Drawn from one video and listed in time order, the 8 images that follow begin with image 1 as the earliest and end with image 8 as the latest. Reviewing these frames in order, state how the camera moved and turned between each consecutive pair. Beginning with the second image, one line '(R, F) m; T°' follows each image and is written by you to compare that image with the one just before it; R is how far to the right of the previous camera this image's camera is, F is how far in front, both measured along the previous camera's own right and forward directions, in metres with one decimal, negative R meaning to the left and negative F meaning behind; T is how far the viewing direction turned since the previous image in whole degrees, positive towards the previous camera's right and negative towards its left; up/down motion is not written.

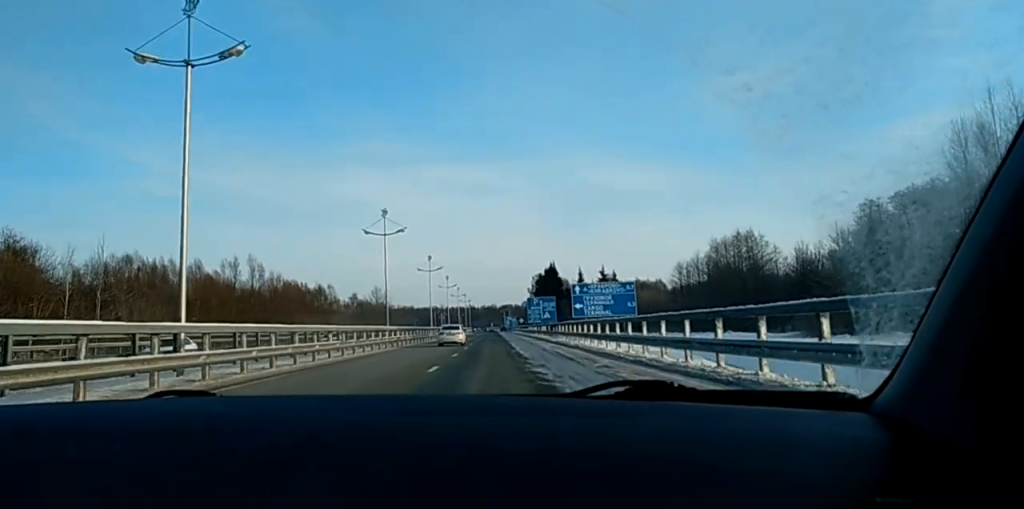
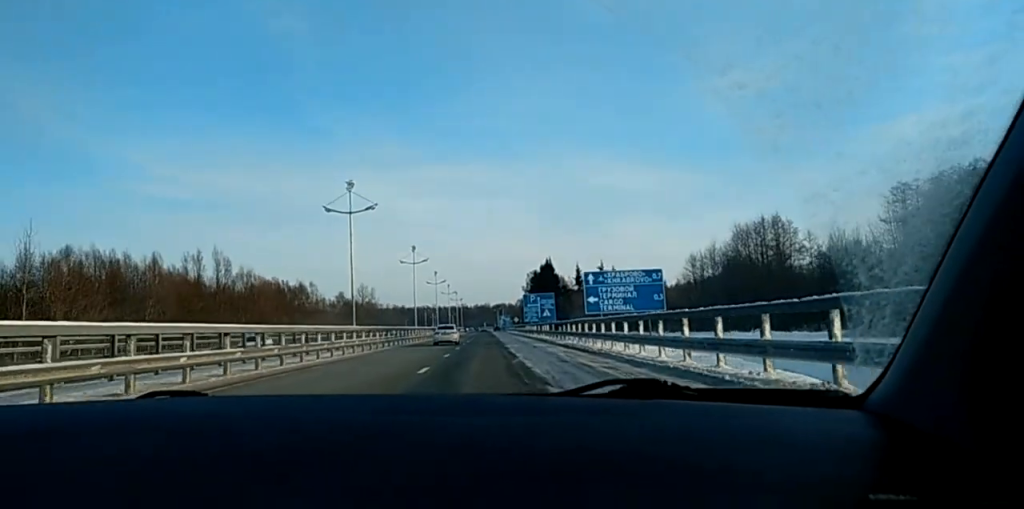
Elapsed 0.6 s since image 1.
(+0.2, +13.2) m; 0°
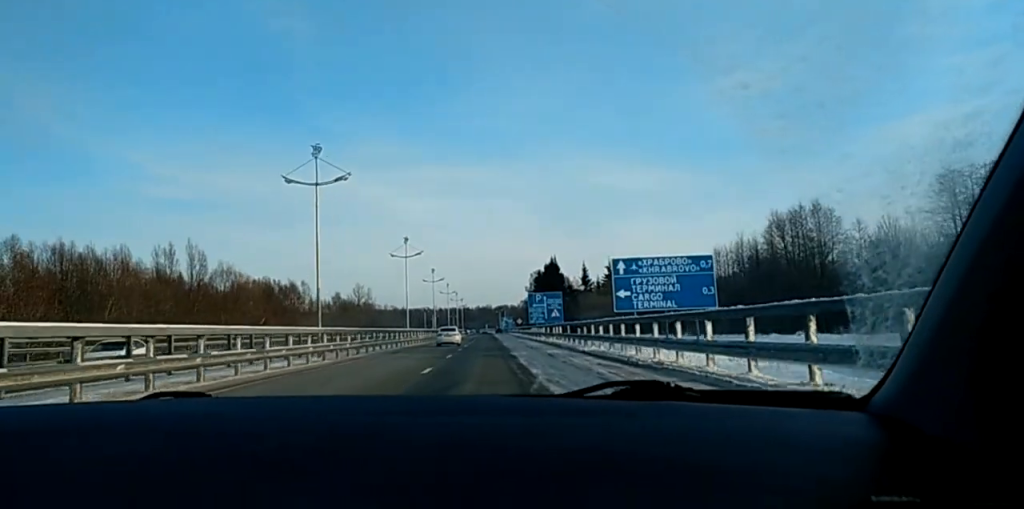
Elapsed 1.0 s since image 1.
(-0.3, +11.2) m; 0°
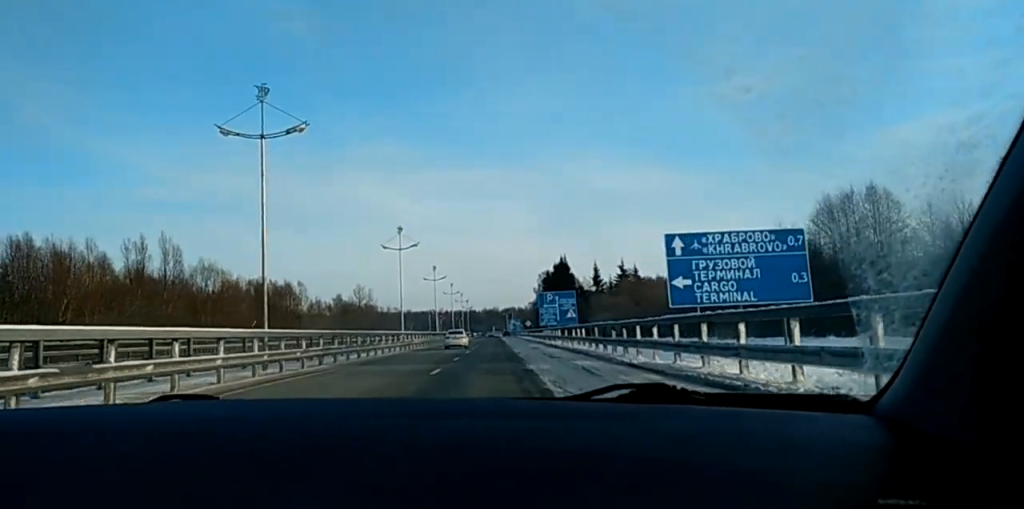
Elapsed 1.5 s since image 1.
(-0.2, +11.2) m; 0°
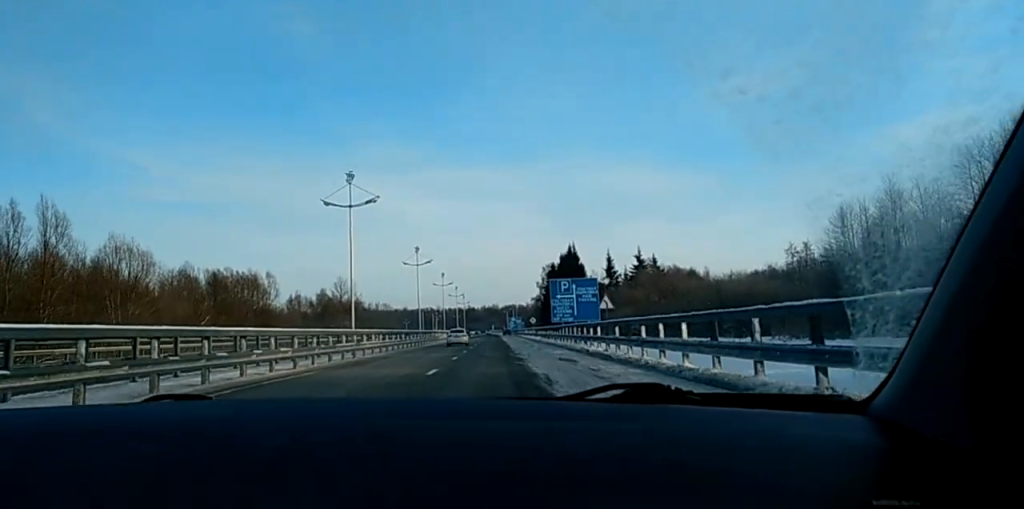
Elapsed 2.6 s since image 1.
(+0.4, +24.8) m; +1°
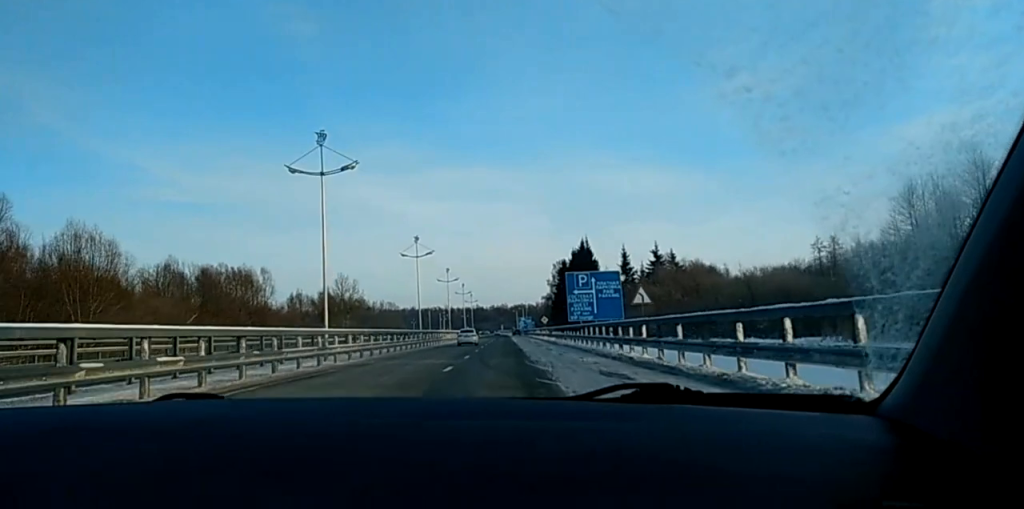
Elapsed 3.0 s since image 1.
(-0.1, +10.1) m; 0°
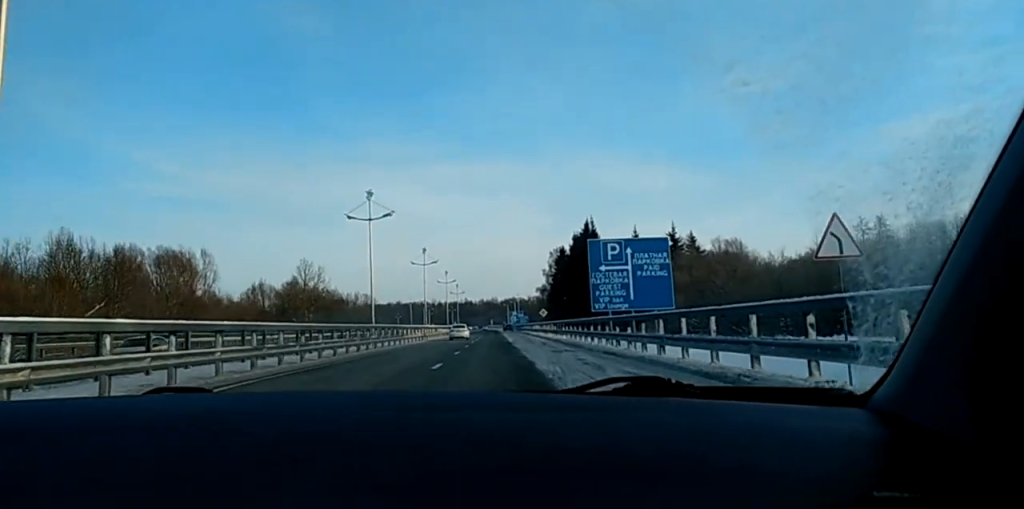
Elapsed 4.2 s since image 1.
(+0.1, +25.3) m; +1°
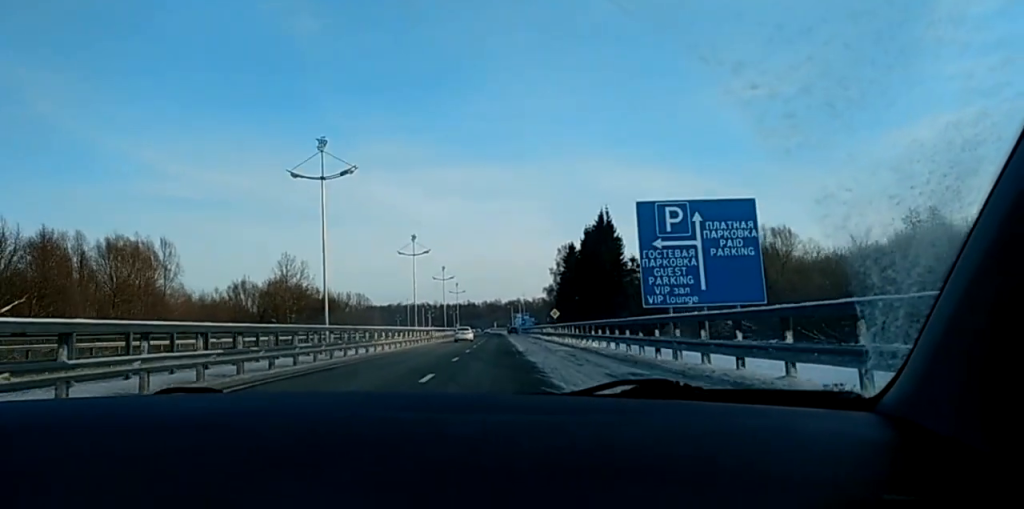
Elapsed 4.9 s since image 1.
(+0.1, +16.9) m; 0°
